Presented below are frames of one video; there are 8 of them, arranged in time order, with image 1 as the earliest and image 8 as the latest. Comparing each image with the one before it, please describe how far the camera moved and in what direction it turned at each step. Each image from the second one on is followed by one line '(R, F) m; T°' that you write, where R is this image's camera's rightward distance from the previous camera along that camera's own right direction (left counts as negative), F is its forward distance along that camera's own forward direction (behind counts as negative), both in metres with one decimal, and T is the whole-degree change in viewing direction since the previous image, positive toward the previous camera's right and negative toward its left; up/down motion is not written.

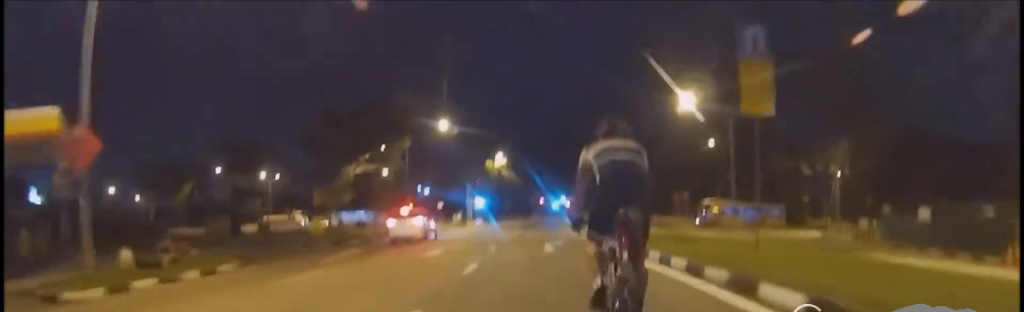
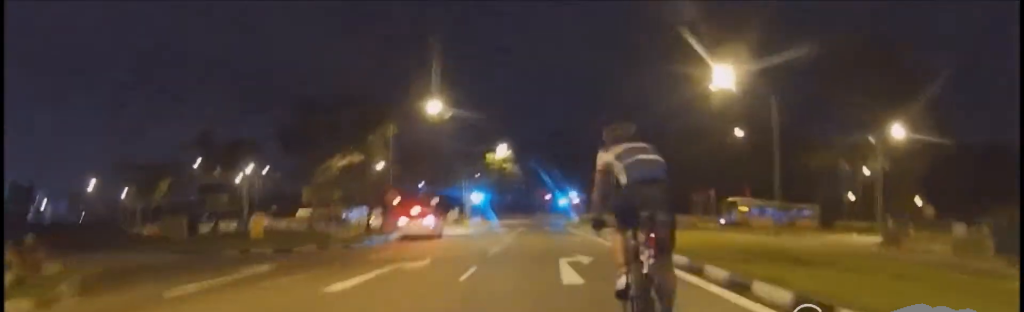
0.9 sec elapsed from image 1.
(+0.6, +8.1) m; 0°
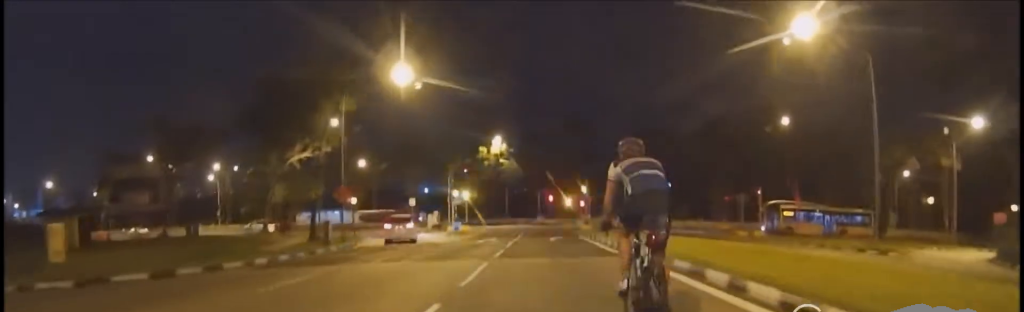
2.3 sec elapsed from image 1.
(-0.3, +12.1) m; +5°
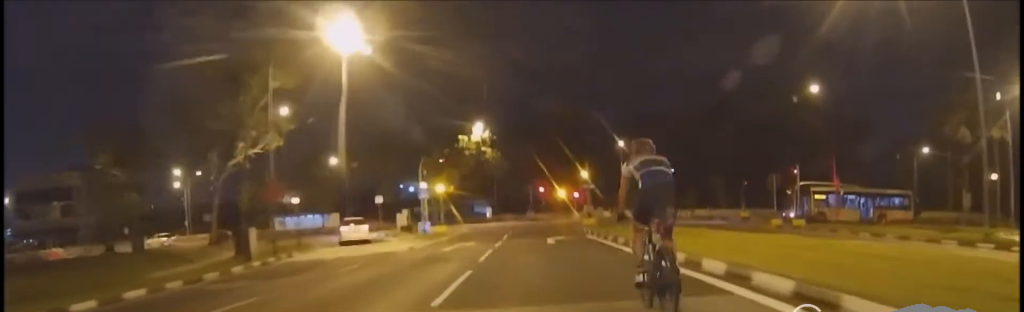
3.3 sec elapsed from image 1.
(+0.4, +8.3) m; -2°
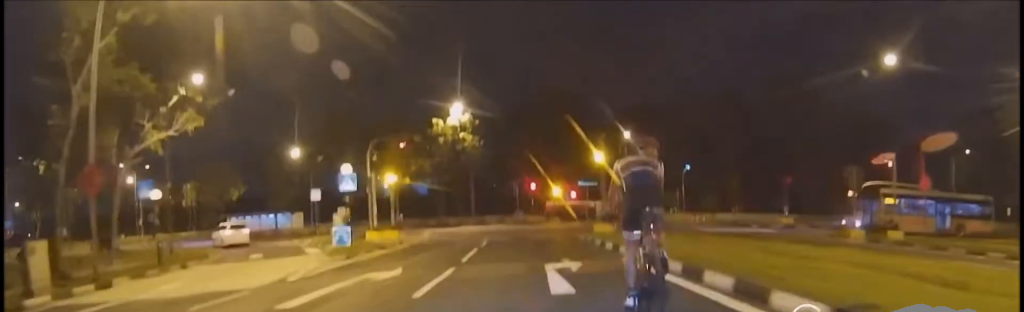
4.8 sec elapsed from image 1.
(-1.3, +11.4) m; -1°
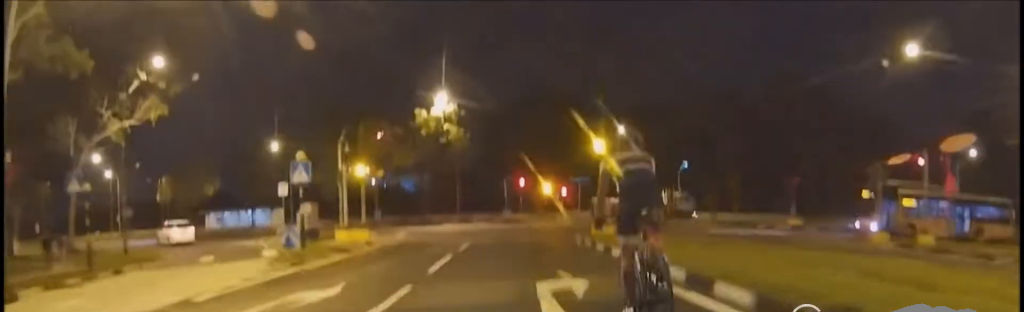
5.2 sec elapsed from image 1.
(+0.5, +3.3) m; +9°
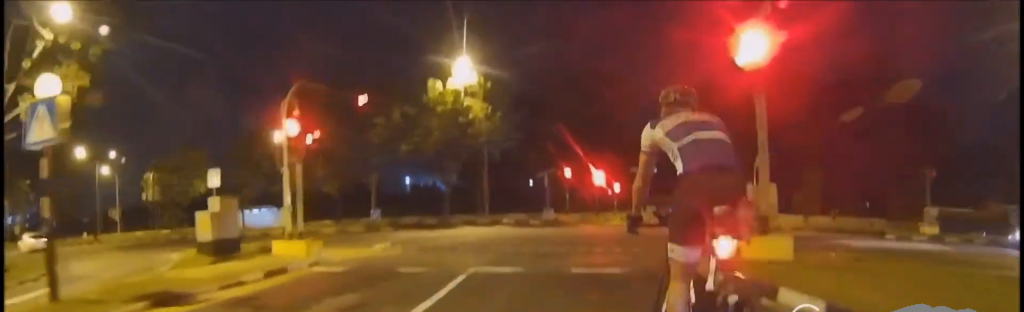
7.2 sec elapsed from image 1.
(+4.5, +12.6) m; +39°
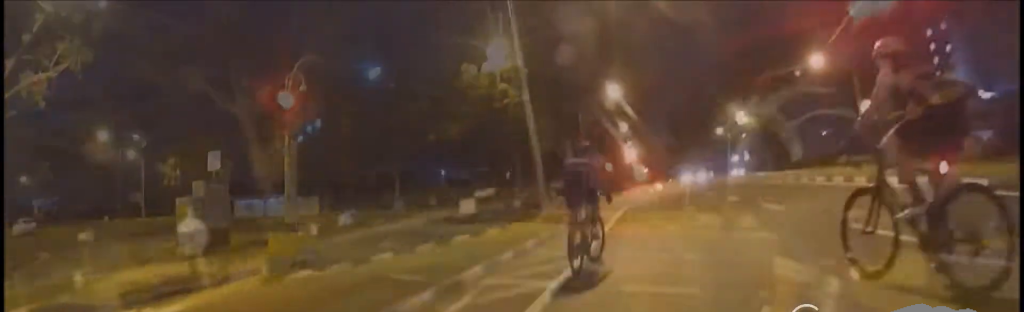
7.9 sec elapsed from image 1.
(+0.2, +4.5) m; +23°
